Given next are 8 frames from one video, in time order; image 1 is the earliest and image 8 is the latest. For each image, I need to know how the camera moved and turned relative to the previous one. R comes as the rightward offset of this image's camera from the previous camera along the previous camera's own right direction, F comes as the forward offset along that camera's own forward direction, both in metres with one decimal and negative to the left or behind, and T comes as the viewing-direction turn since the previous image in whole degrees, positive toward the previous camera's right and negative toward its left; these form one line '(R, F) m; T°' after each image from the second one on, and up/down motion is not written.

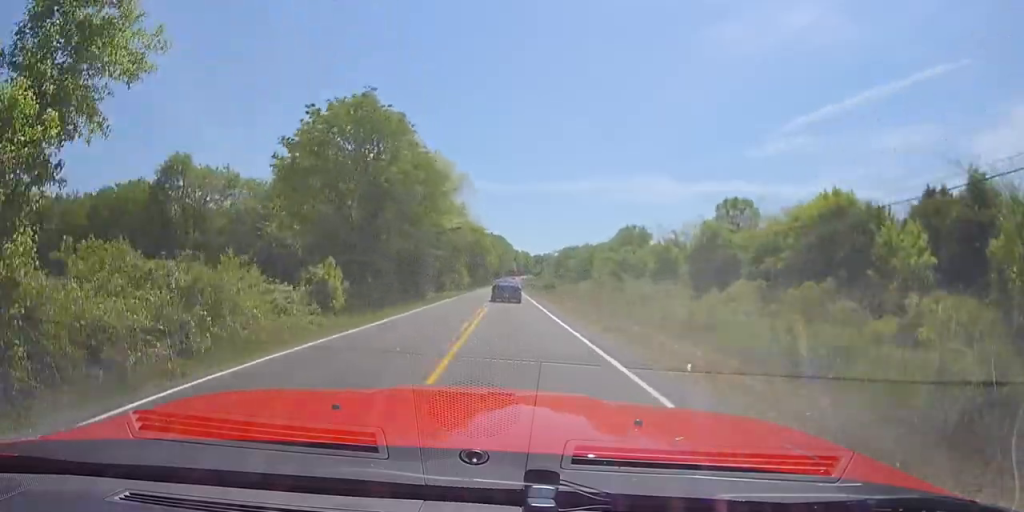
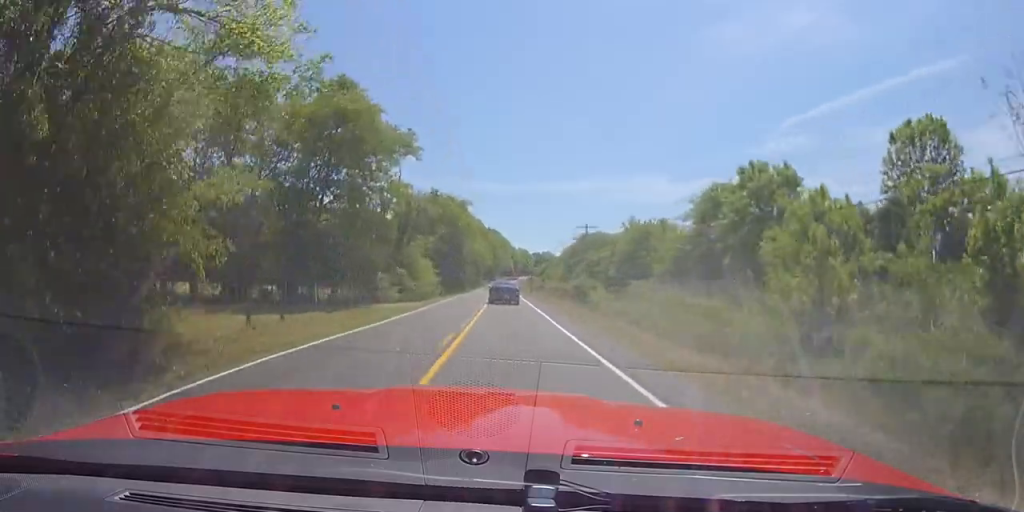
(+0.3, +40.3) m; 0°
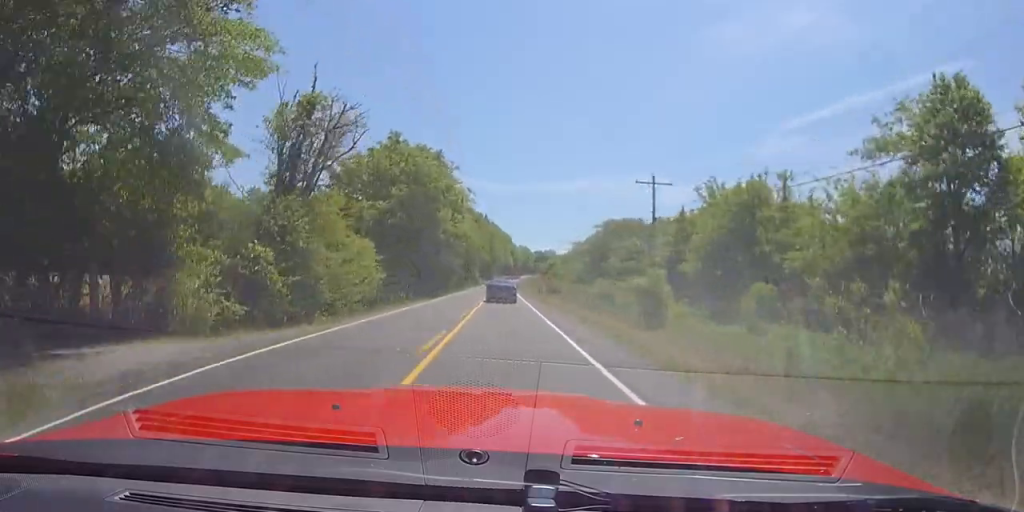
(0.0, +25.8) m; 0°
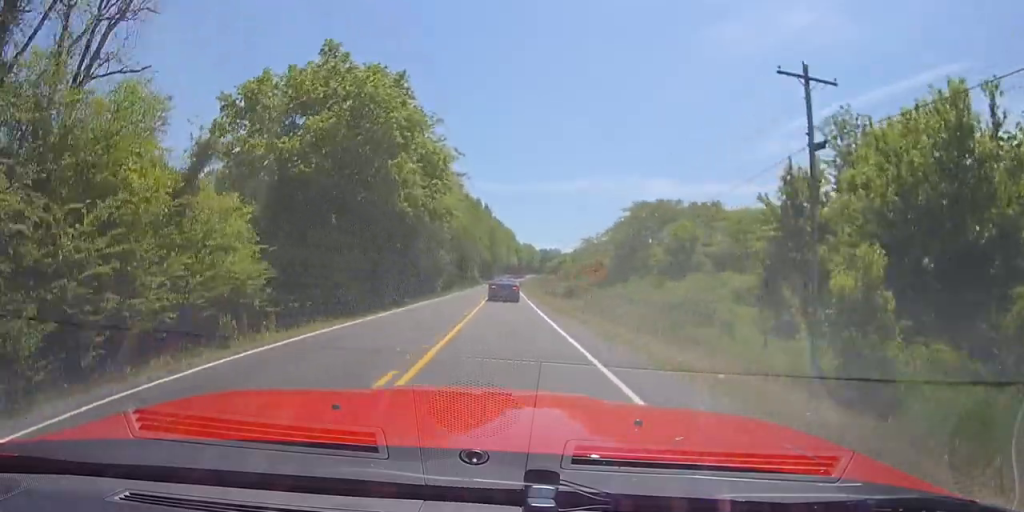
(0.0, +17.2) m; 0°
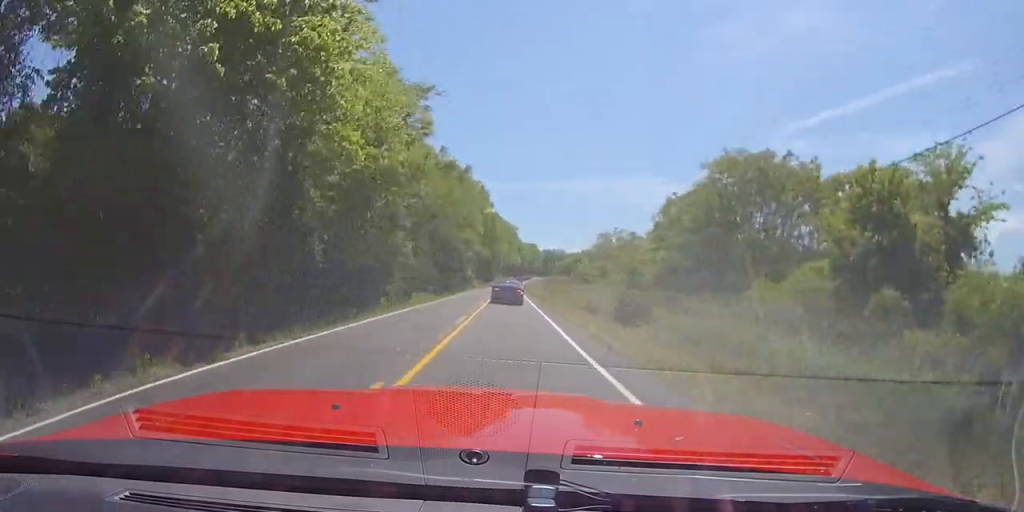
(0.0, +25.7) m; -1°
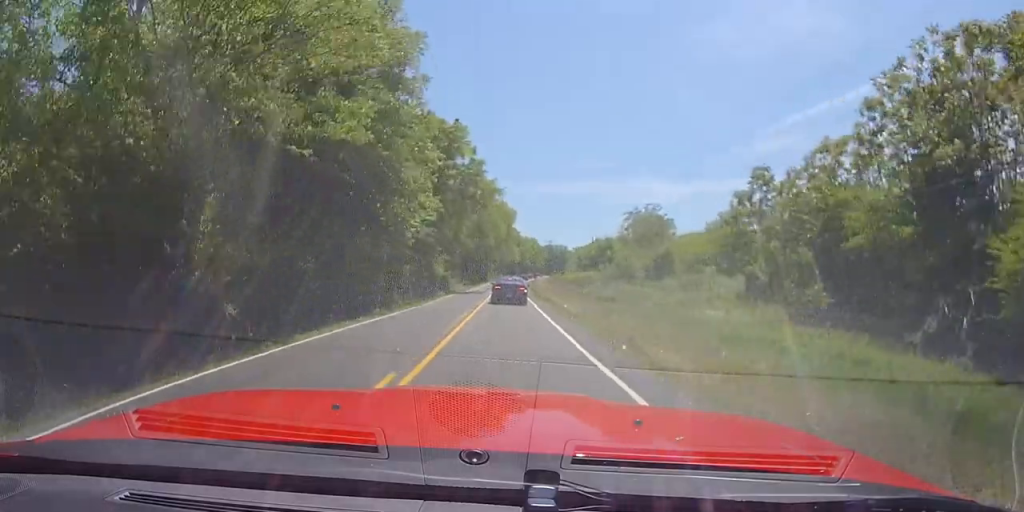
(-0.2, +36.6) m; 0°
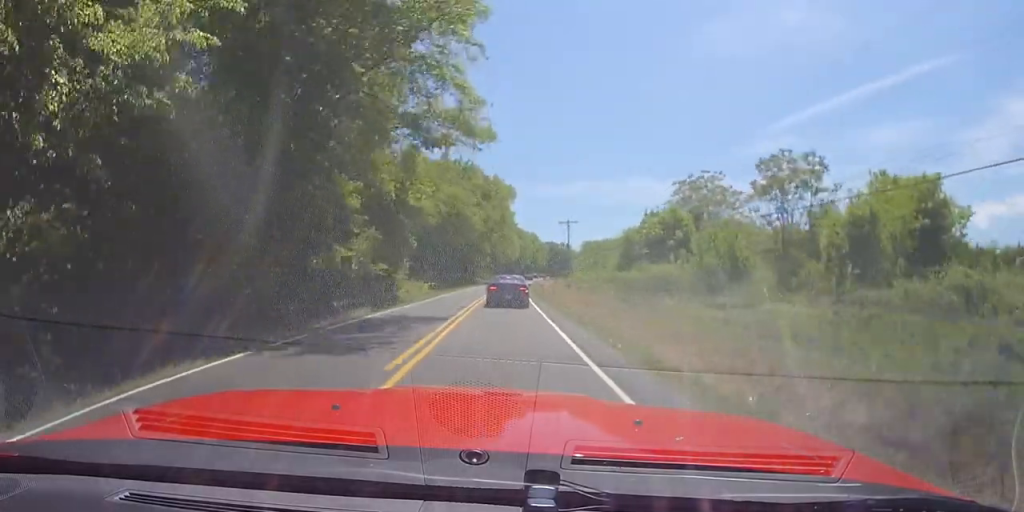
(+0.3, +33.3) m; +1°
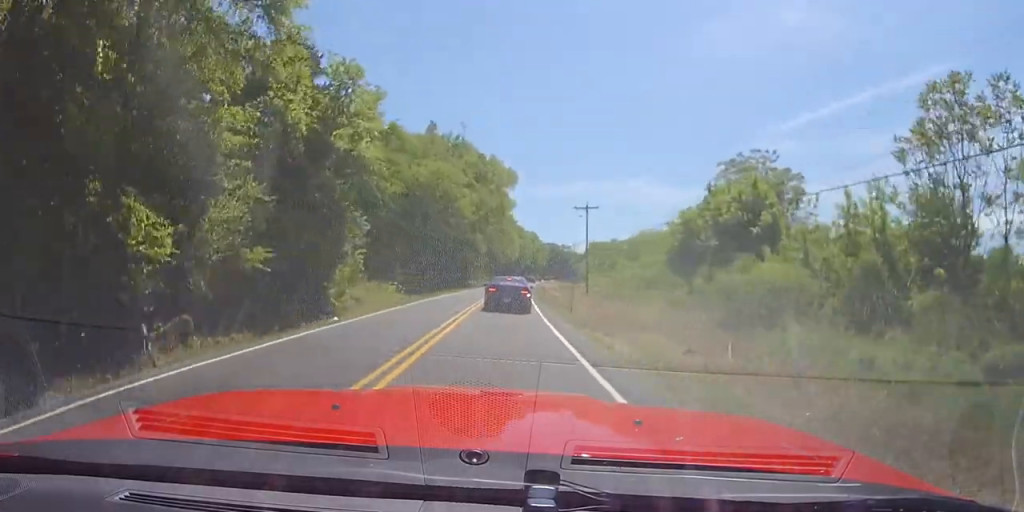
(0.0, +16.2) m; 0°
